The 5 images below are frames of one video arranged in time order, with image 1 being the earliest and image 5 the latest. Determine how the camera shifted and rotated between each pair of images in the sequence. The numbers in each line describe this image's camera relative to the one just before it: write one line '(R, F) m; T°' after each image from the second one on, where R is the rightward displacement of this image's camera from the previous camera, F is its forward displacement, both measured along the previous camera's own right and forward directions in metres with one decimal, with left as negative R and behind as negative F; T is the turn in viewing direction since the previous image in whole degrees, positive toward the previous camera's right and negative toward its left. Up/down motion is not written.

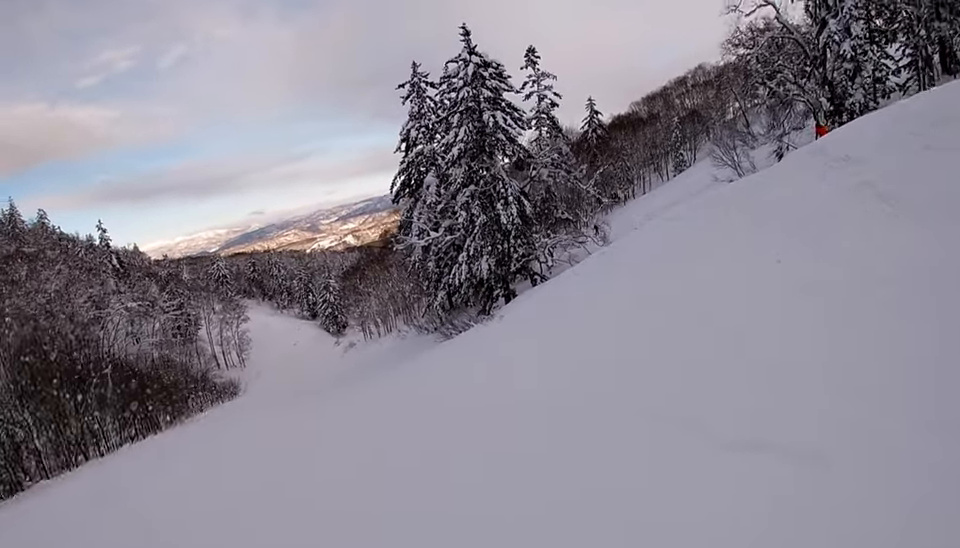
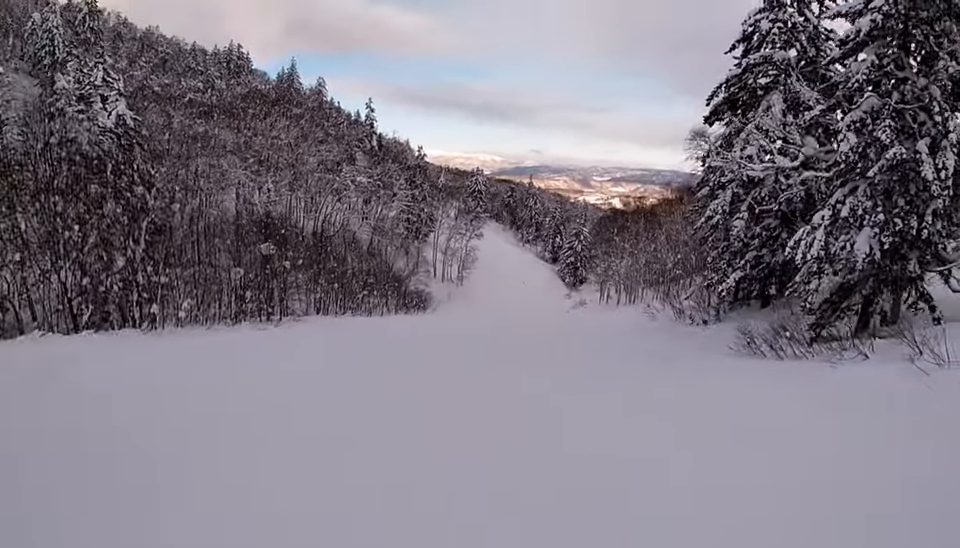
(-5.3, +16.6) m; -15°
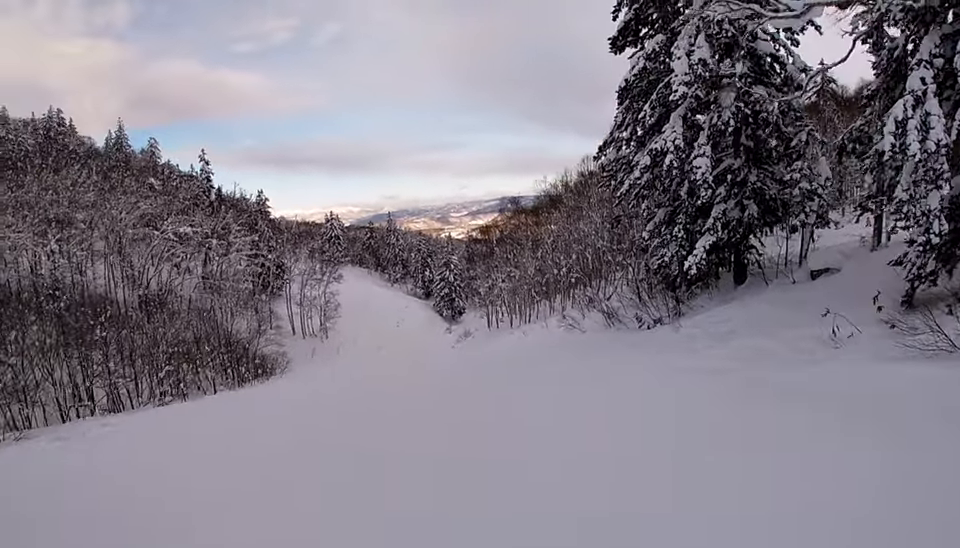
(+4.0, +12.8) m; +5°
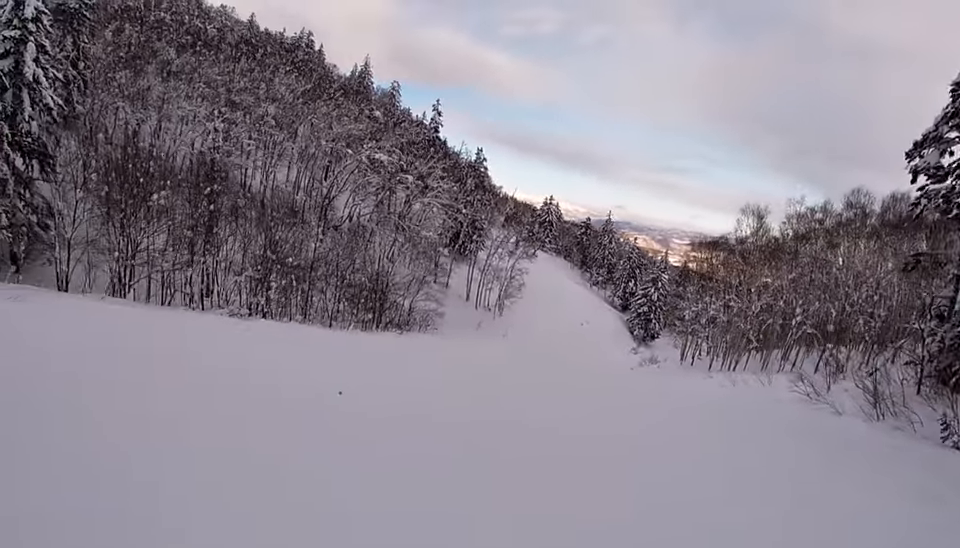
(-3.5, +9.2) m; -14°
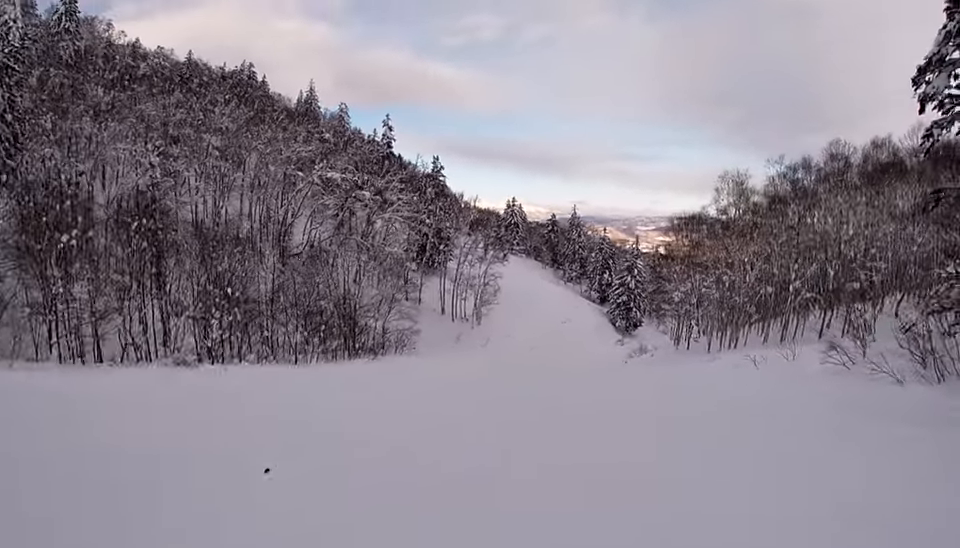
(-0.3, +3.0) m; +6°
